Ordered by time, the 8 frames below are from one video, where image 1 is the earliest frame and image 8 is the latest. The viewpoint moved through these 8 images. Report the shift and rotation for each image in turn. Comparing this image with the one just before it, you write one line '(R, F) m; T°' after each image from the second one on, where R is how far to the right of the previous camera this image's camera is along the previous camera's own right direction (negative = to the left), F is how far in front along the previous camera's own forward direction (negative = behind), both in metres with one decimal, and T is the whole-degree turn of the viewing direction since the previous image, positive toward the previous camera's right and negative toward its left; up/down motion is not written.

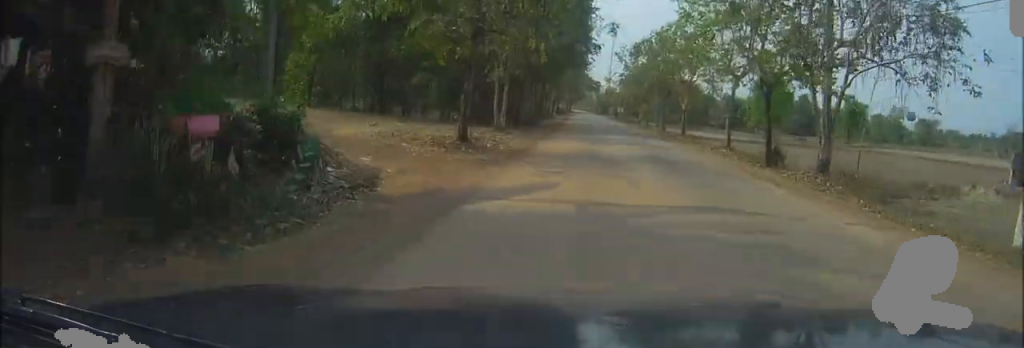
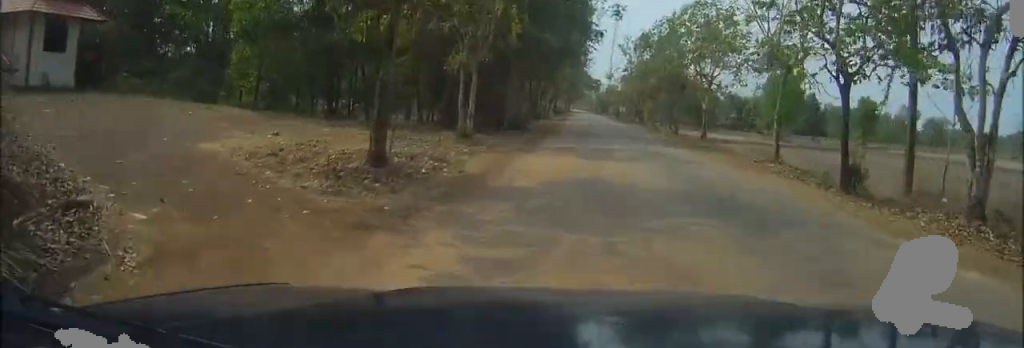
(+0.1, +7.5) m; +1°
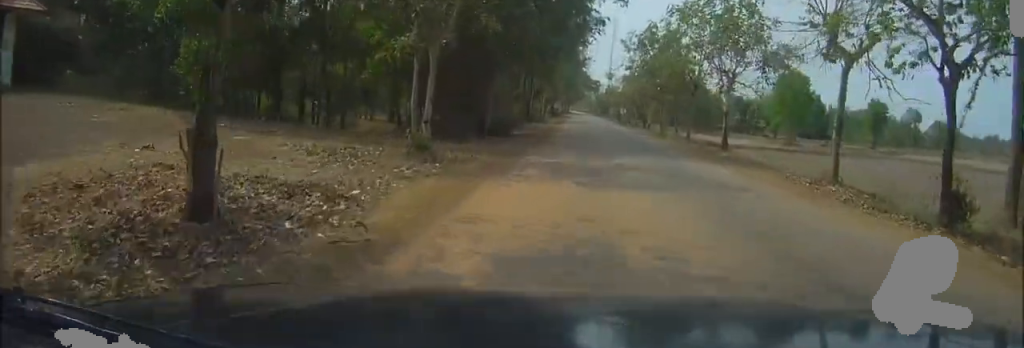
(0.0, +5.5) m; 0°
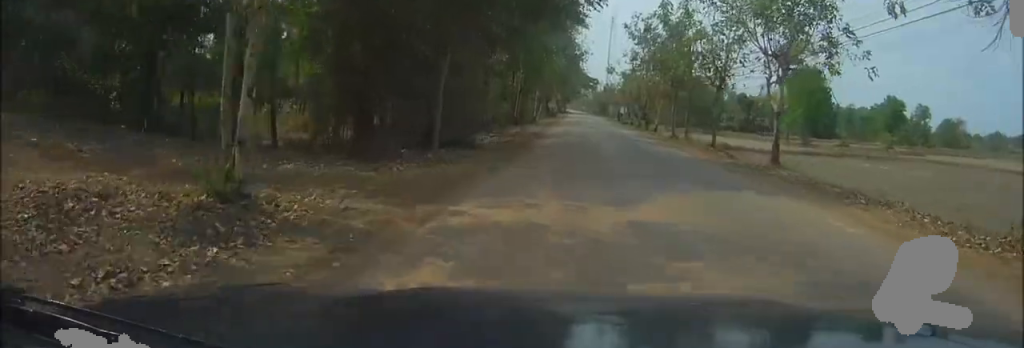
(0.0, +8.2) m; 0°
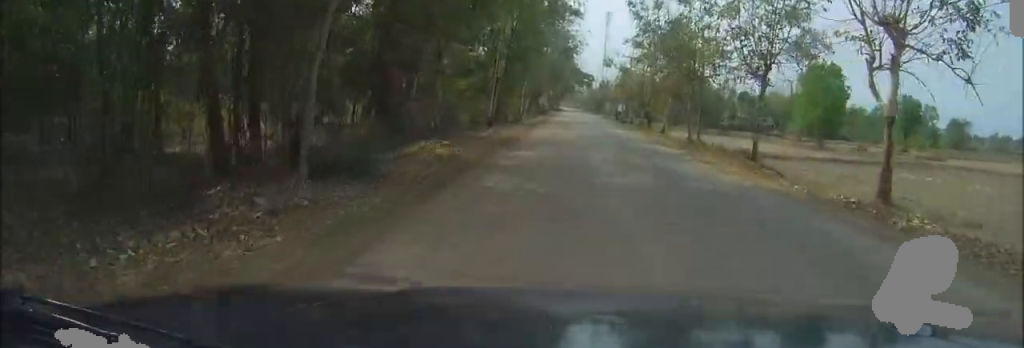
(0.0, +8.5) m; 0°
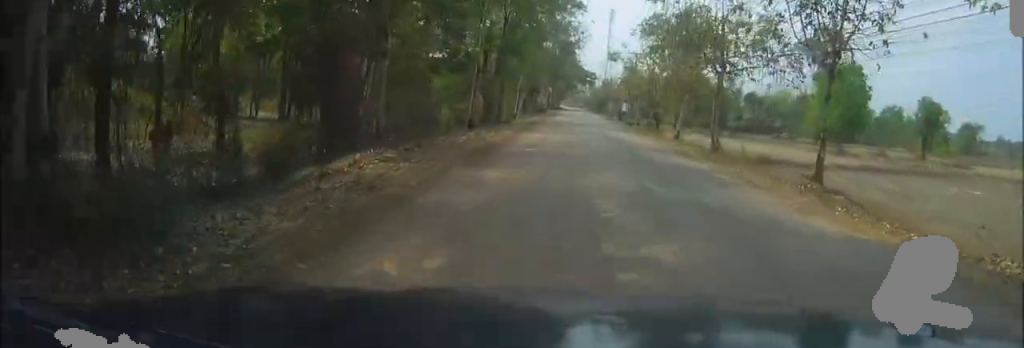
(0.0, +6.2) m; 0°
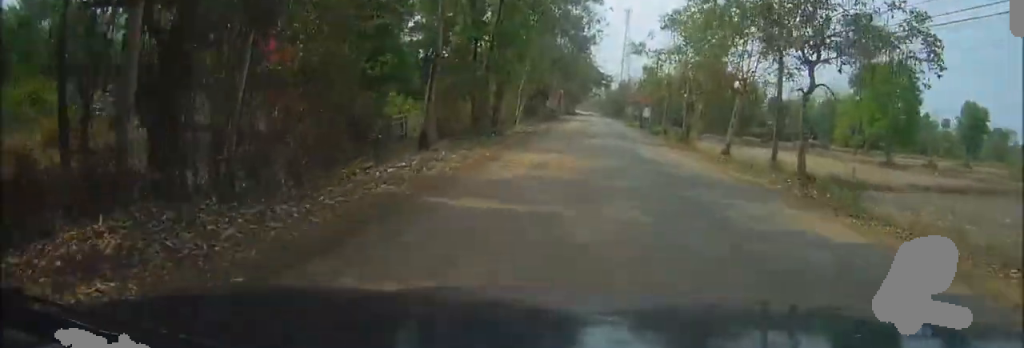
(-0.1, +9.8) m; -1°
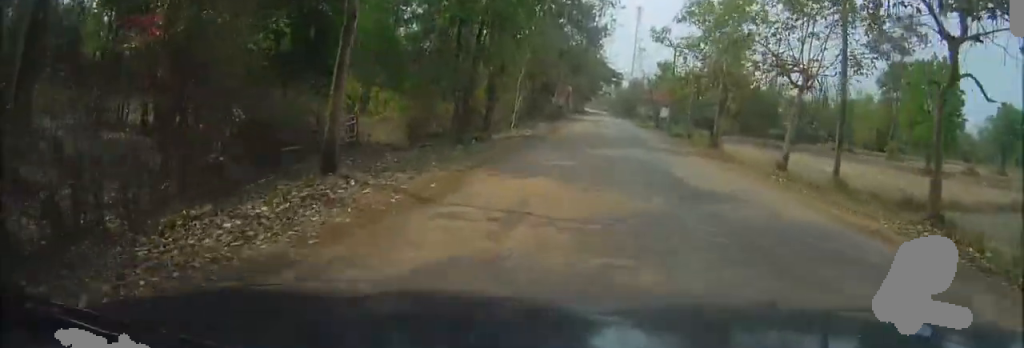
(-0.1, +7.0) m; 0°
